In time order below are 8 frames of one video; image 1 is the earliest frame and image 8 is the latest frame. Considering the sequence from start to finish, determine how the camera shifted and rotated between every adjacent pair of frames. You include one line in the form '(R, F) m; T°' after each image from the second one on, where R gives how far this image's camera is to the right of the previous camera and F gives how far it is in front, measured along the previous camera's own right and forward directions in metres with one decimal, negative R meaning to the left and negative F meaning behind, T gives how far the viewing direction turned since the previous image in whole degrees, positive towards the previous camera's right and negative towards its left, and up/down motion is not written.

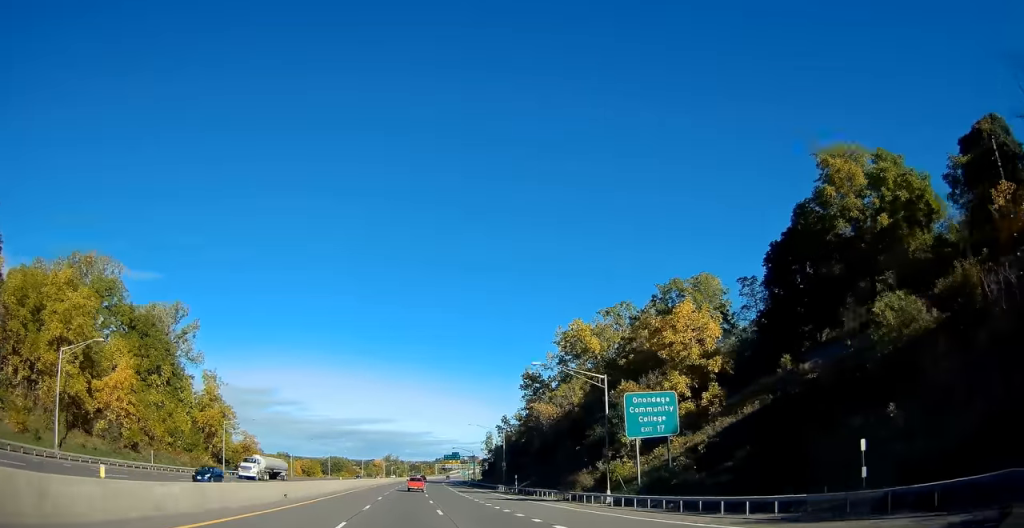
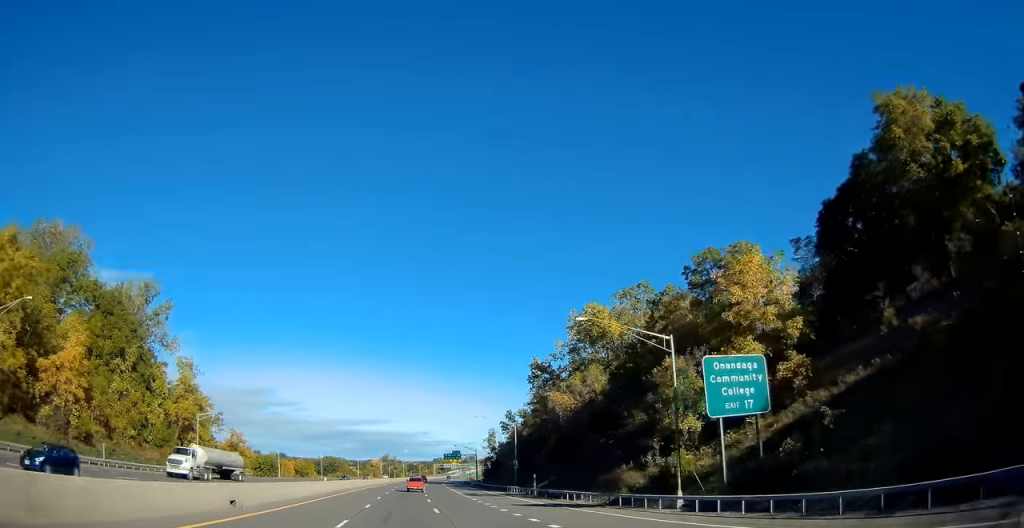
(0.0, +10.9) m; 0°
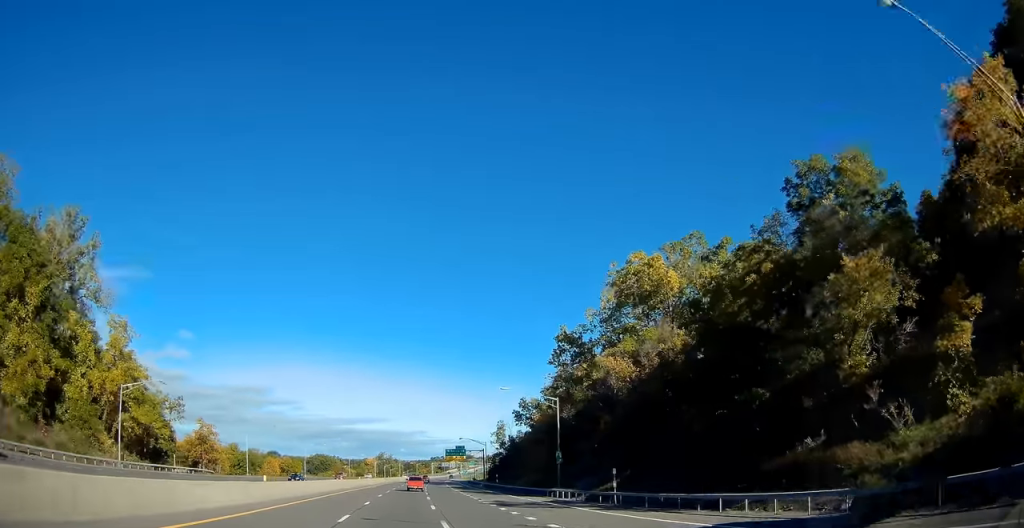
(0.0, +22.8) m; 0°
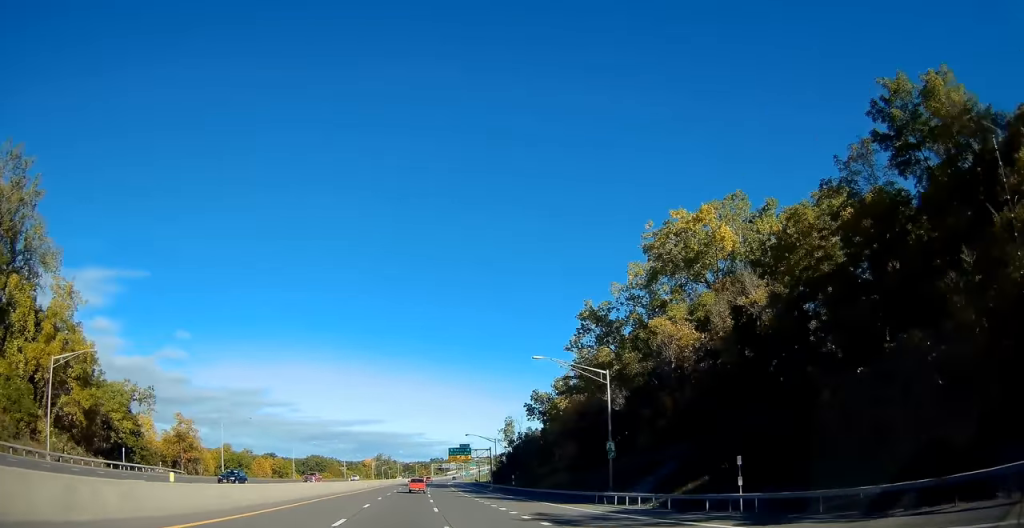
(0.0, +14.1) m; 0°
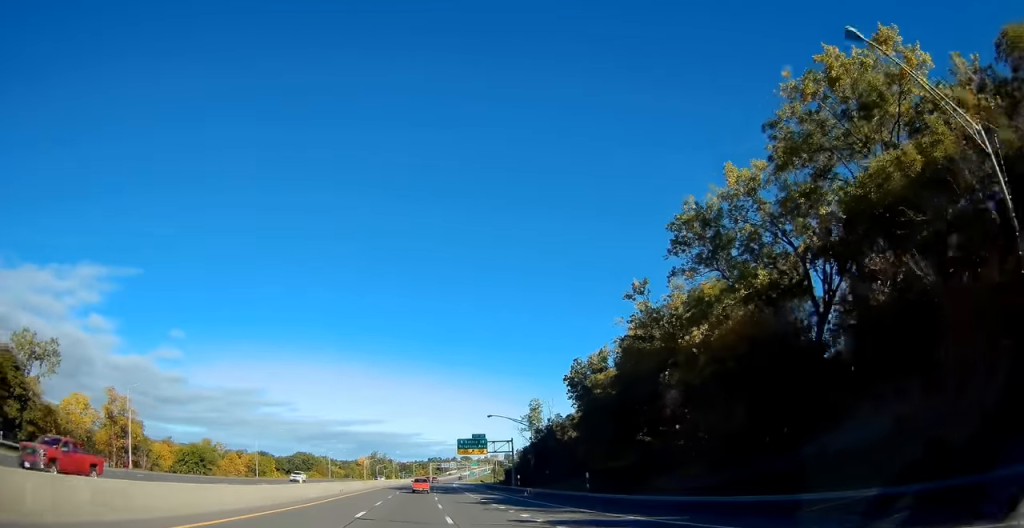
(0.0, +30.3) m; 0°
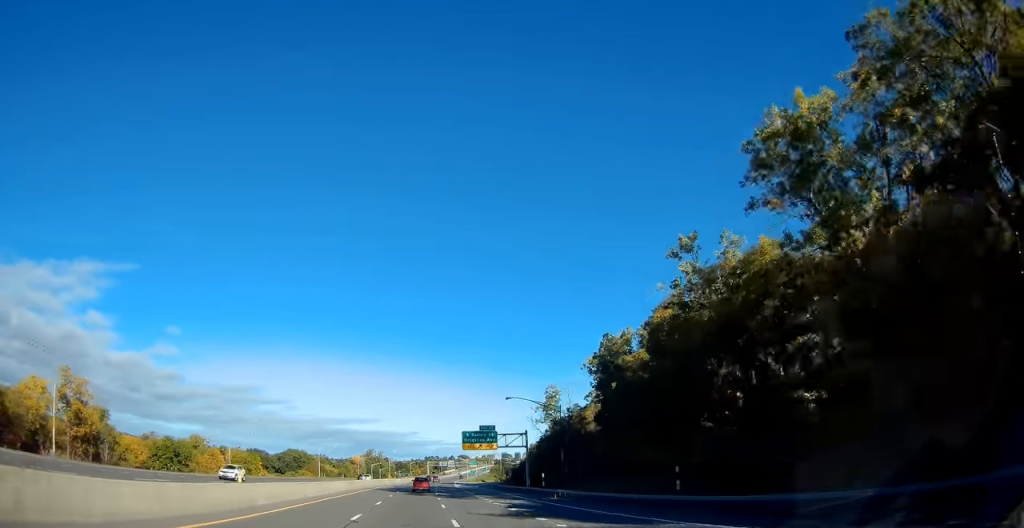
(+0.1, +14.0) m; 0°
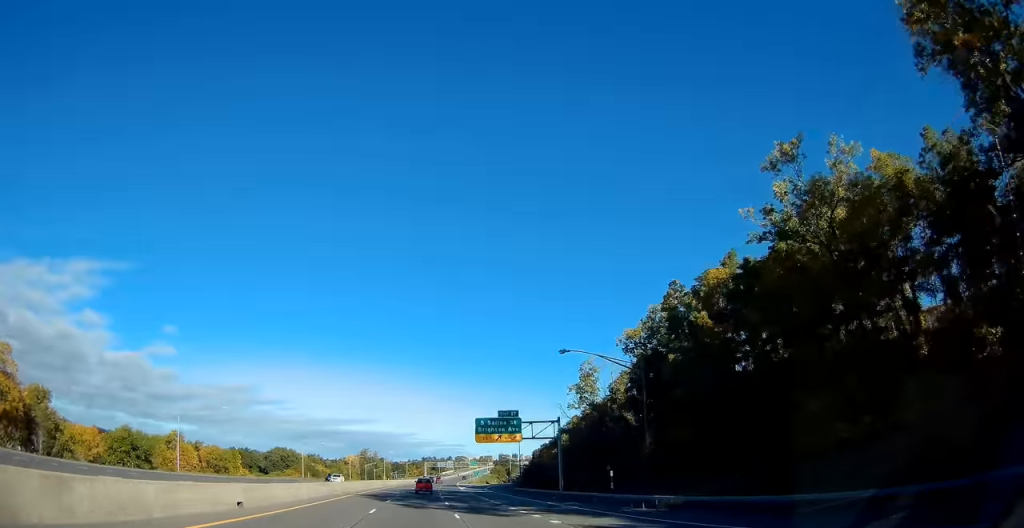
(+0.2, +20.4) m; 0°
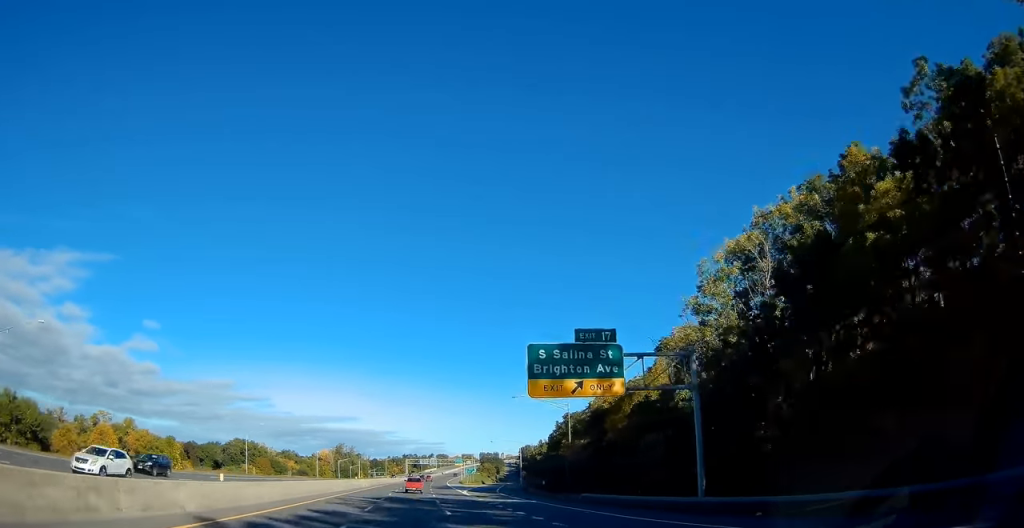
(+0.1, +33.8) m; +1°
